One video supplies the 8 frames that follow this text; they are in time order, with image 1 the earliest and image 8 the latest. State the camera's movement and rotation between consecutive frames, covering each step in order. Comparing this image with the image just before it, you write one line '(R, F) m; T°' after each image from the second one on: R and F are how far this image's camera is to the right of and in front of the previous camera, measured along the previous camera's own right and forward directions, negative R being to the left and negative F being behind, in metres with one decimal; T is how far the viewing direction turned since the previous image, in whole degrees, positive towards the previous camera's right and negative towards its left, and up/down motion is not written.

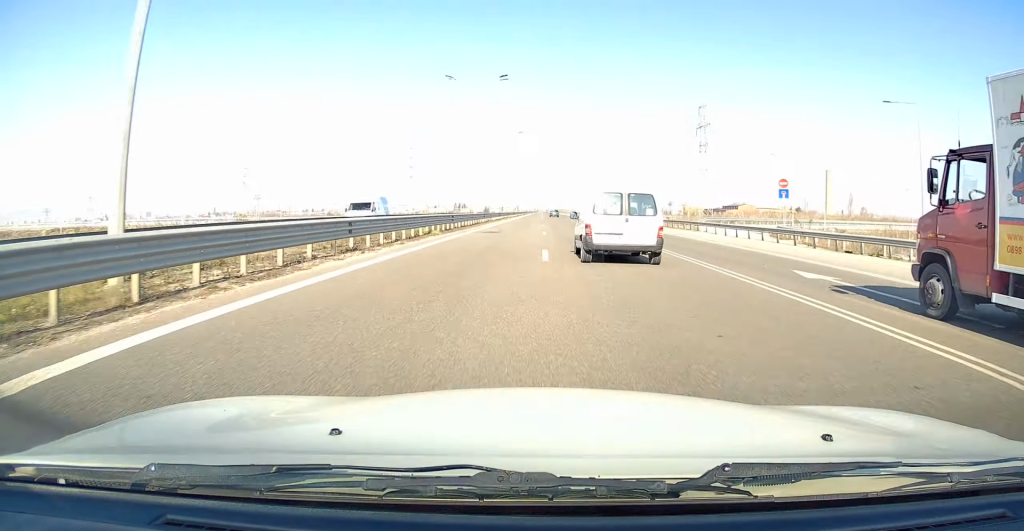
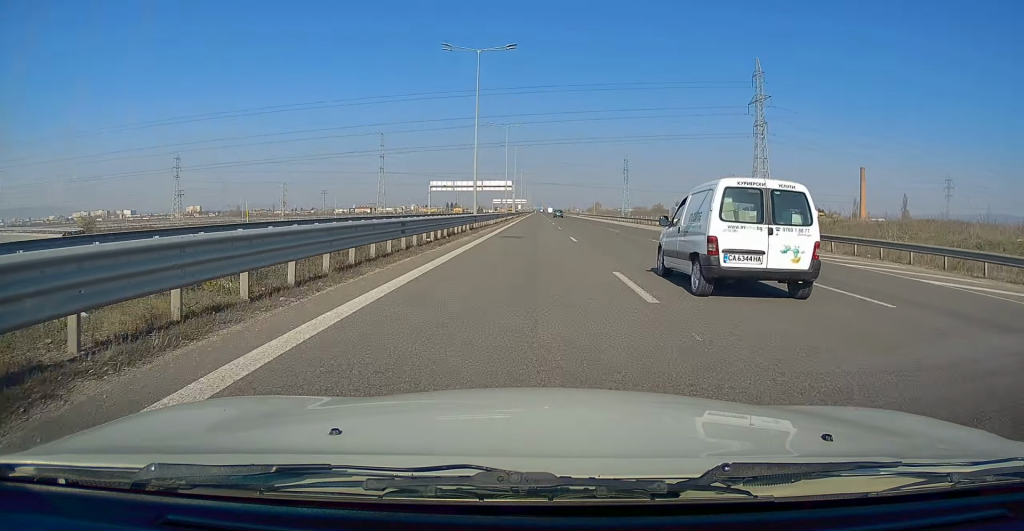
(+0.5, +52.9) m; +1°
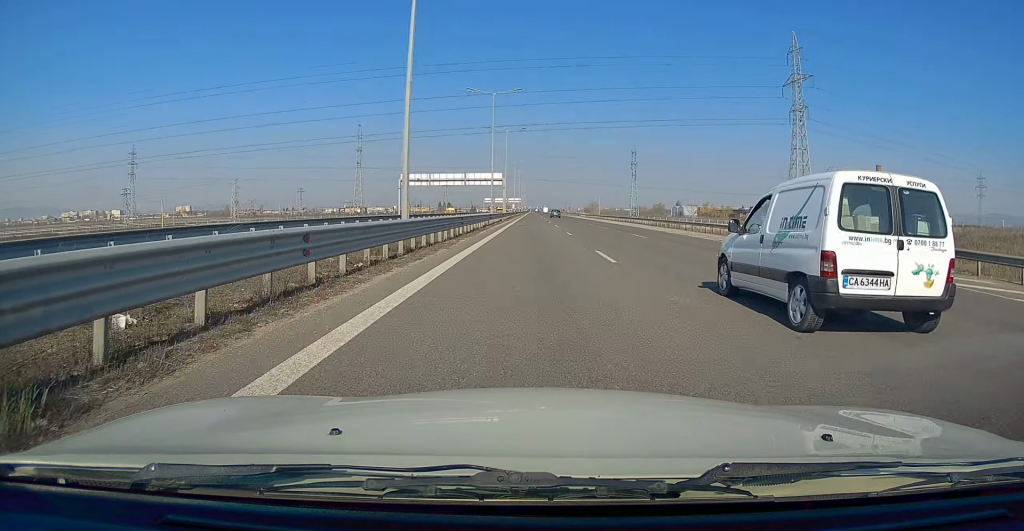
(0.0, +25.2) m; 0°
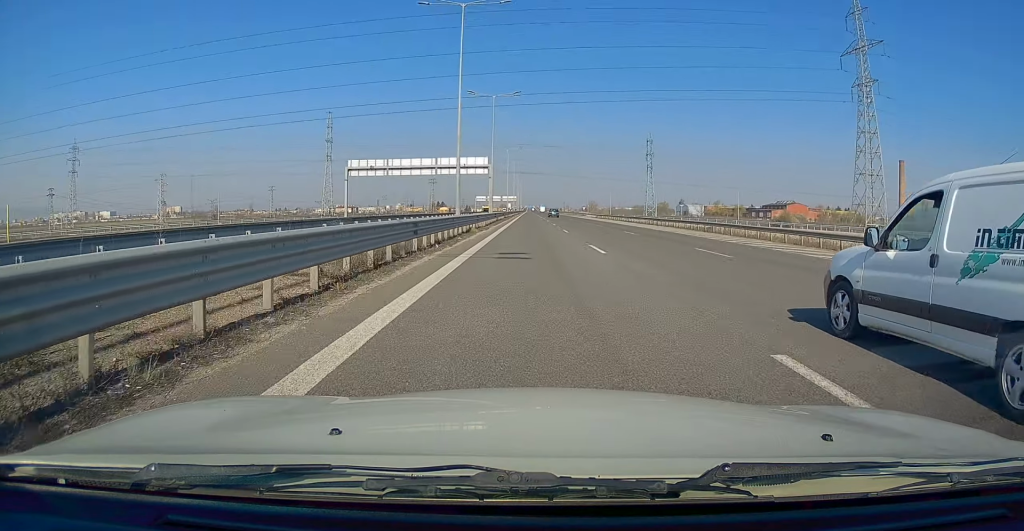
(0.0, +28.8) m; 0°
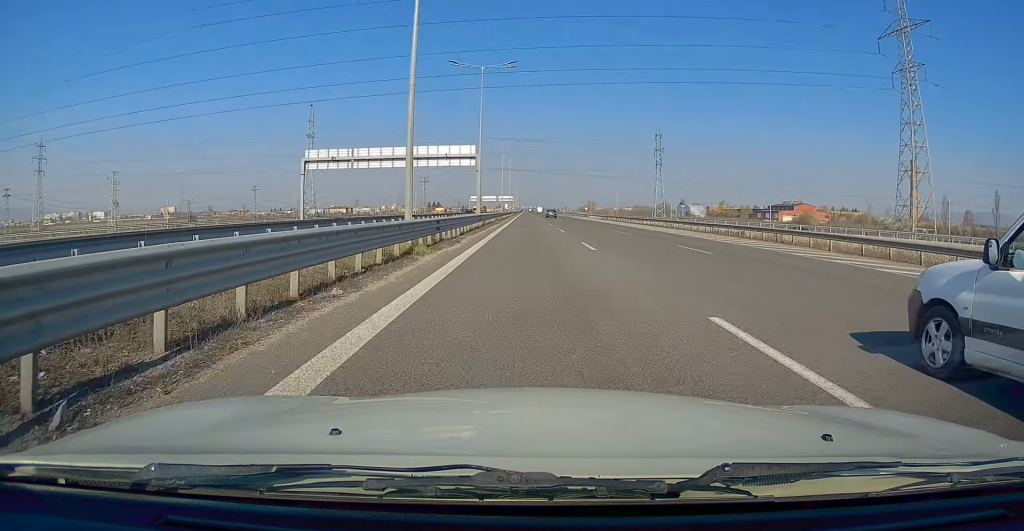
(0.0, +14.1) m; 0°
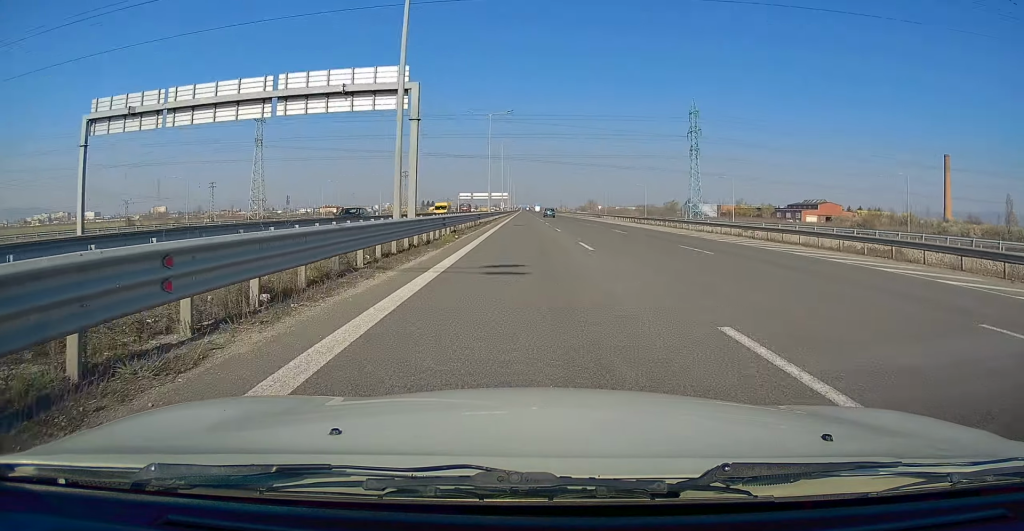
(+0.3, +32.6) m; +1°
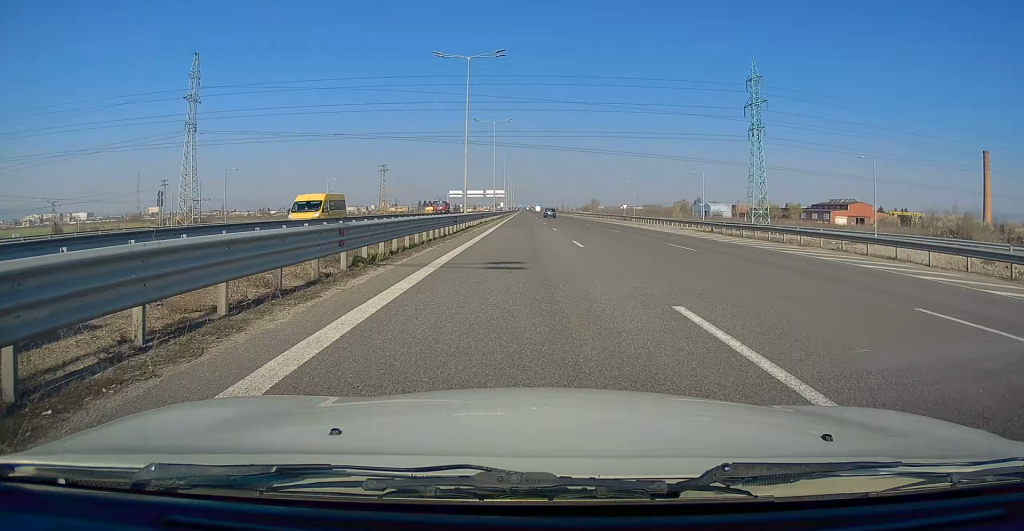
(+0.1, +30.6) m; 0°
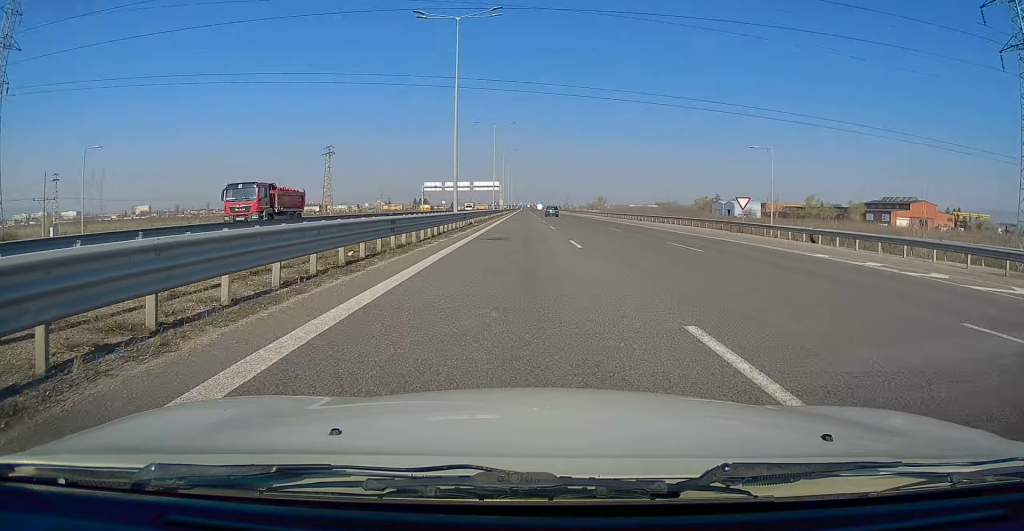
(0.0, +49.1) m; -1°
